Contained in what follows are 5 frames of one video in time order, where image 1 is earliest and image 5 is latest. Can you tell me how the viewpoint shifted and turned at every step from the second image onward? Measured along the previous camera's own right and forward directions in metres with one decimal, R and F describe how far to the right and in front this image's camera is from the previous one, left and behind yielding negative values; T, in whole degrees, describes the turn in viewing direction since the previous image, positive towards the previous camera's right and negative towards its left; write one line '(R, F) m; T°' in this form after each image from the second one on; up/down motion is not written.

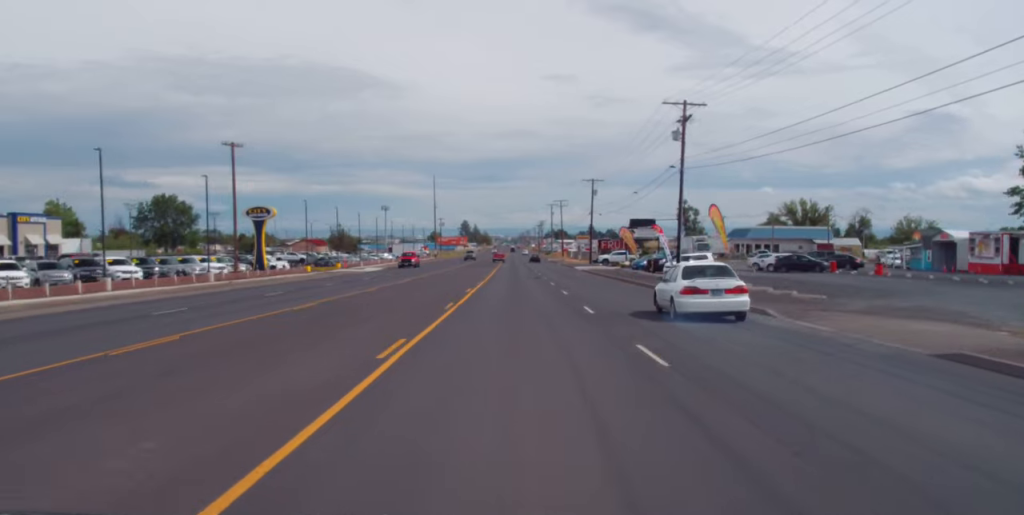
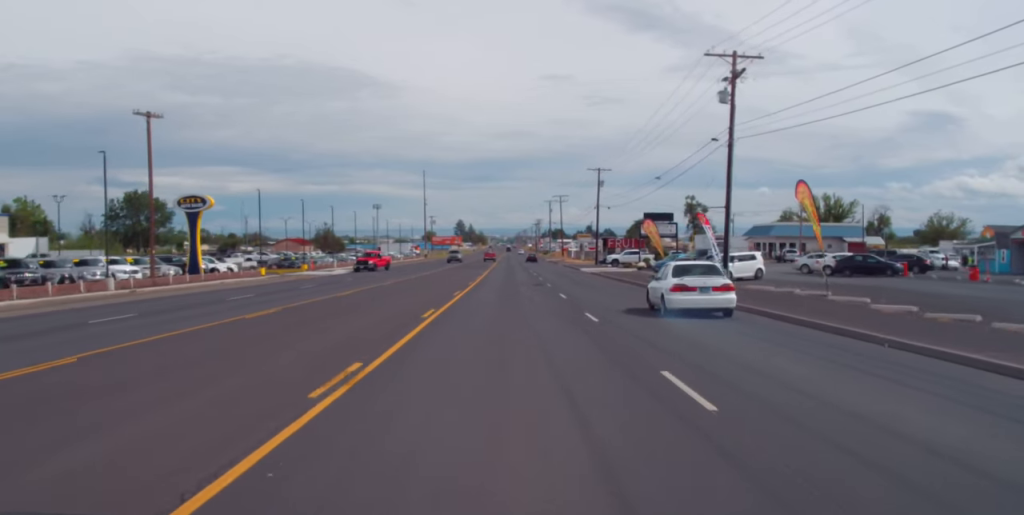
(+0.3, +16.1) m; -1°
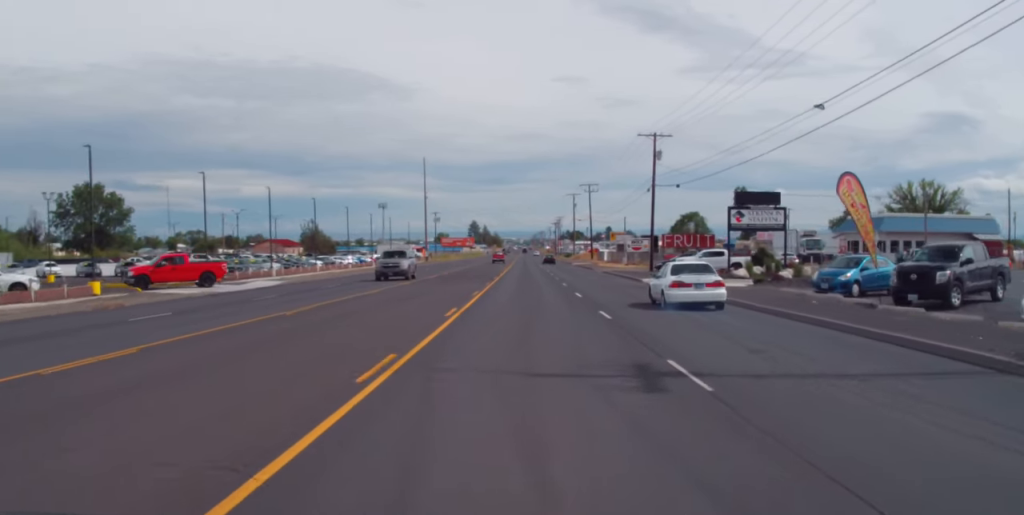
(-0.1, +35.3) m; 0°
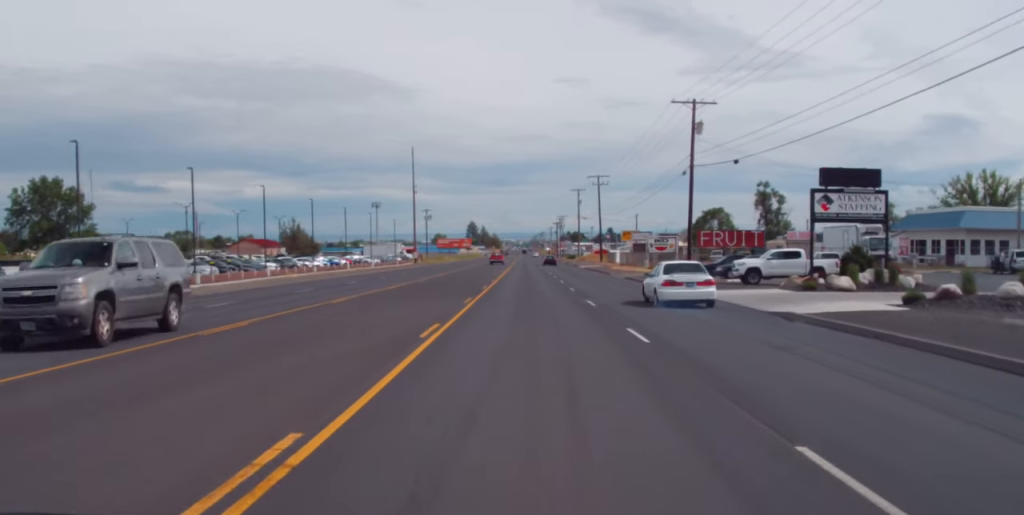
(-0.5, +18.6) m; 0°
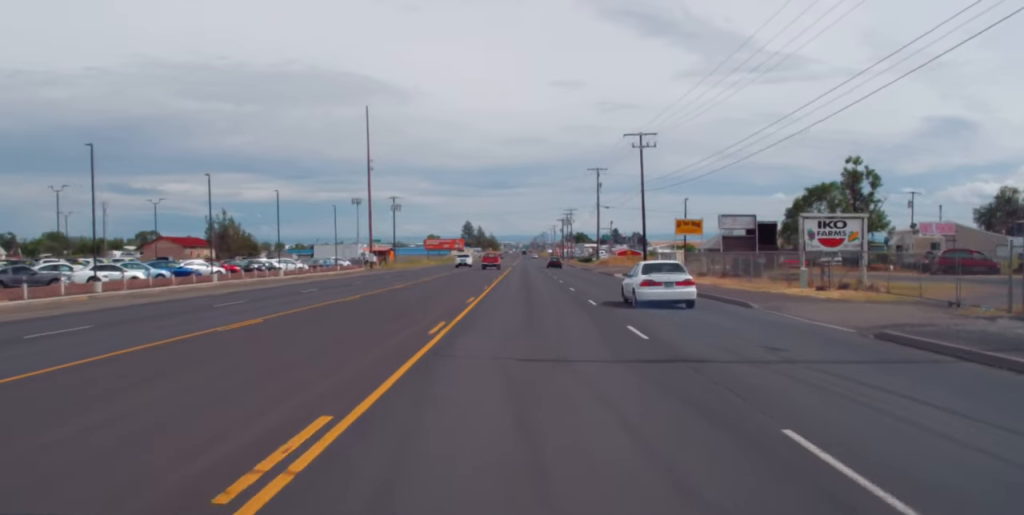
(0.0, +47.7) m; 0°
